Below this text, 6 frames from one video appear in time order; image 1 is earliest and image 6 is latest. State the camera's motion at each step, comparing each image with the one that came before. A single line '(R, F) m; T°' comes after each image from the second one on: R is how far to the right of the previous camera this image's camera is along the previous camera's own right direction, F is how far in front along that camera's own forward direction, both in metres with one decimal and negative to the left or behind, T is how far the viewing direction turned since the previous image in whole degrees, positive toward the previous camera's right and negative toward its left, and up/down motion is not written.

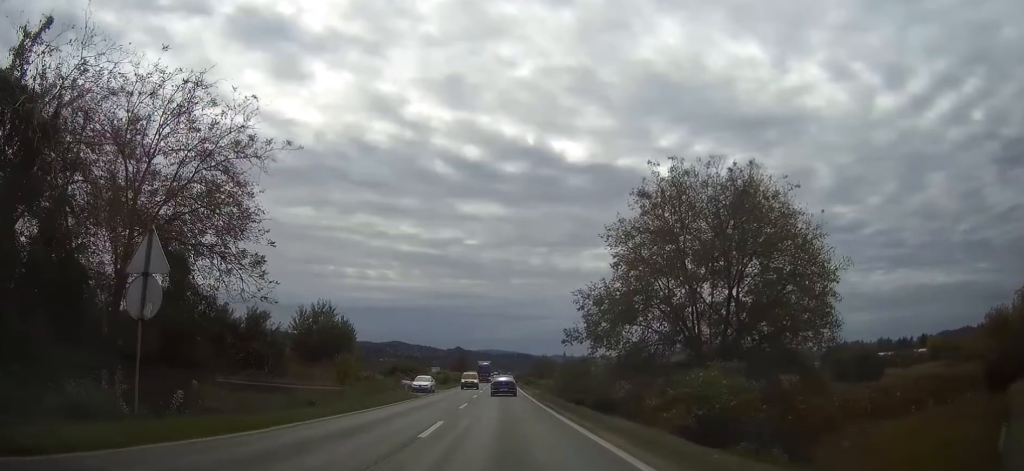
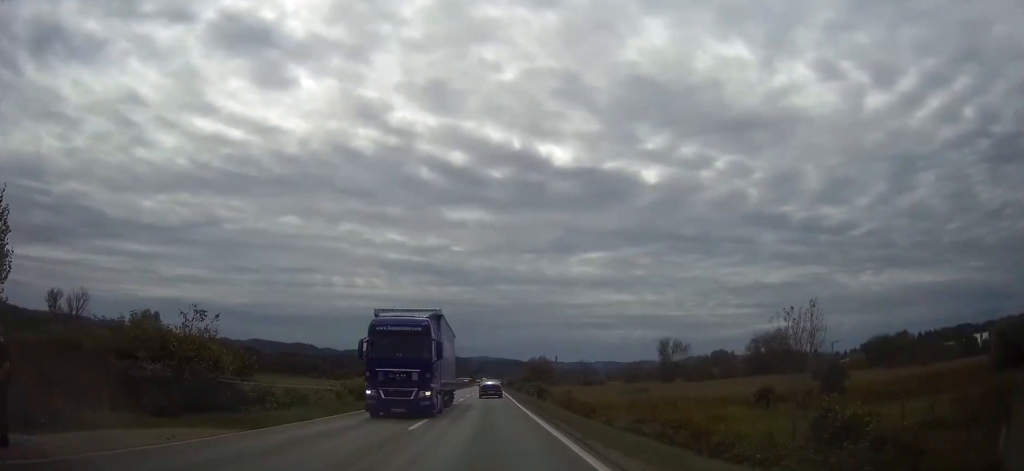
(+0.6, +55.4) m; +1°
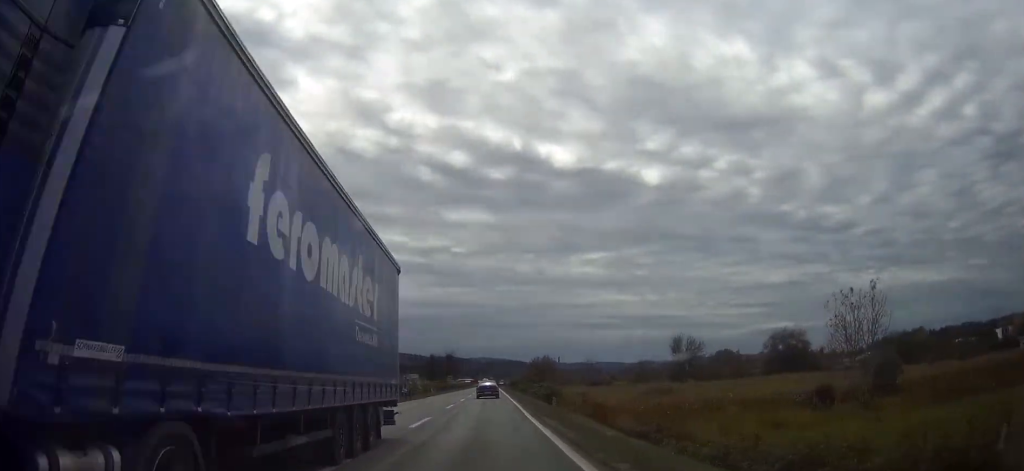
(+0.1, +12.6) m; 0°
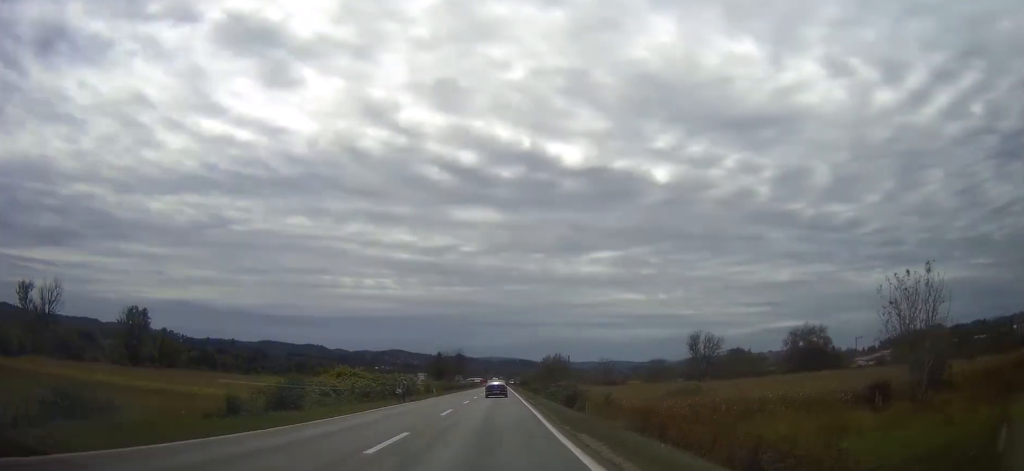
(0.0, +7.8) m; 0°
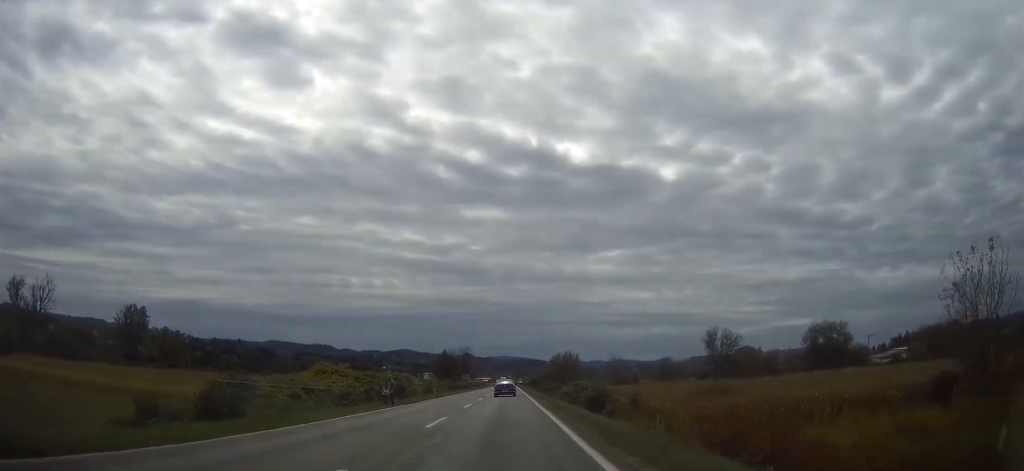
(0.0, +7.8) m; 0°
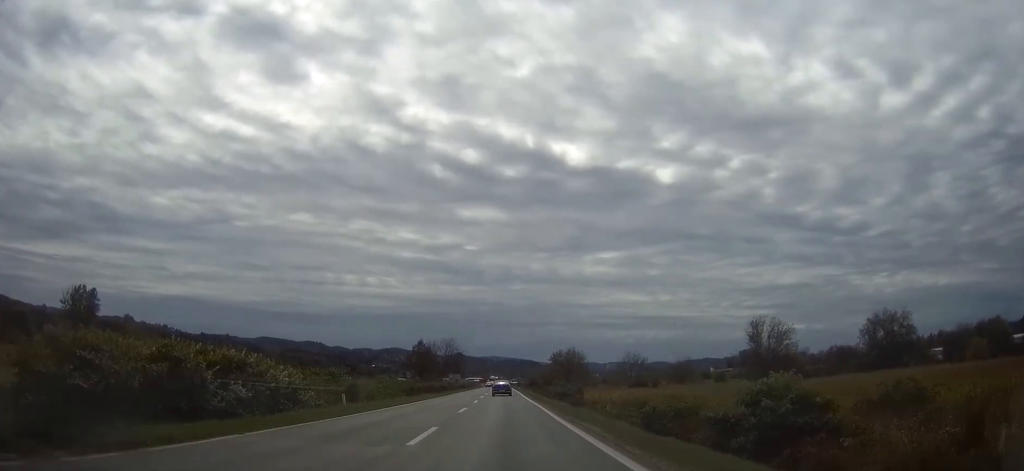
(-0.3, +33.8) m; 0°
